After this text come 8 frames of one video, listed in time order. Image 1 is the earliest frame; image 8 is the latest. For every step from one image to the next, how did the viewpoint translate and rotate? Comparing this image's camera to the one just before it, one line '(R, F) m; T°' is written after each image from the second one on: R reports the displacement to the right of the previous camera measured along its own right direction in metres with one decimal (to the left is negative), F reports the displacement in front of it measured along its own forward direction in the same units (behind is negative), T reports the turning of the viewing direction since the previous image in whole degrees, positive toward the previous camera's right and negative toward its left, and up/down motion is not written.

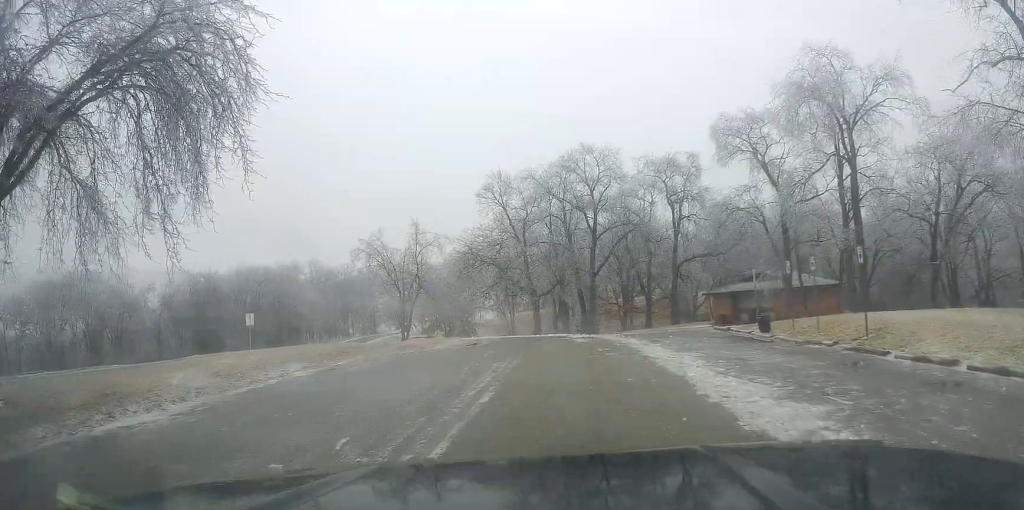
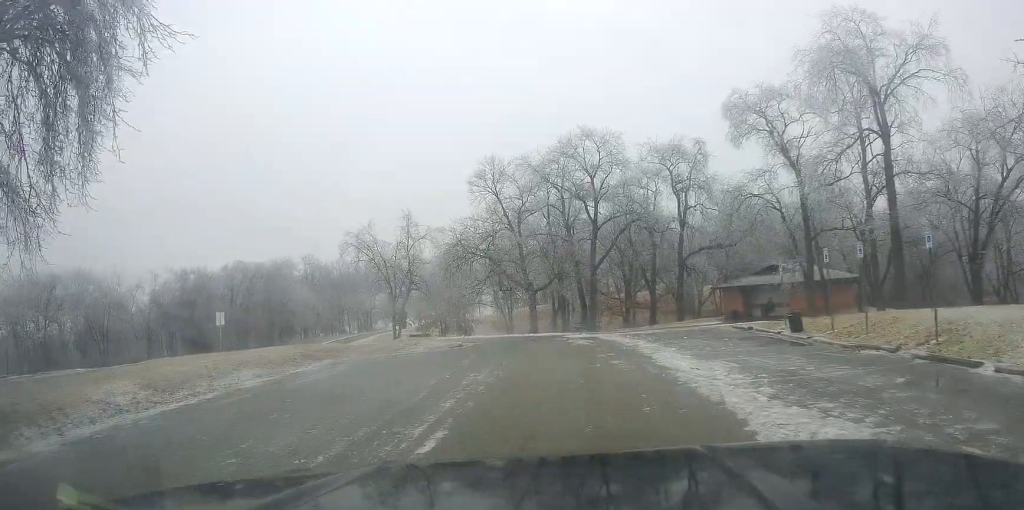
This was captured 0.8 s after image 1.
(0.0, +4.3) m; -2°
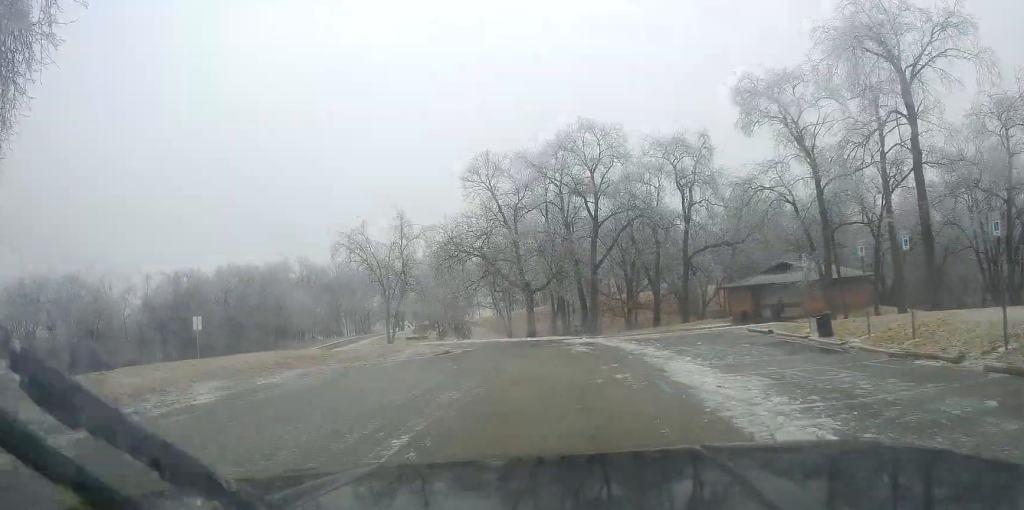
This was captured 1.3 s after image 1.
(0.0, +2.9) m; -1°
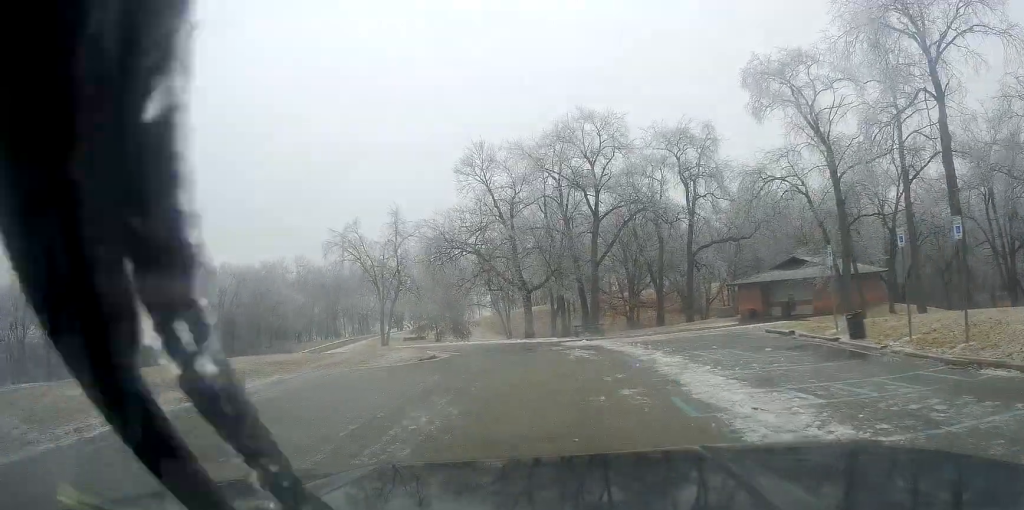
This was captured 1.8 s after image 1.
(-0.1, +2.5) m; 0°
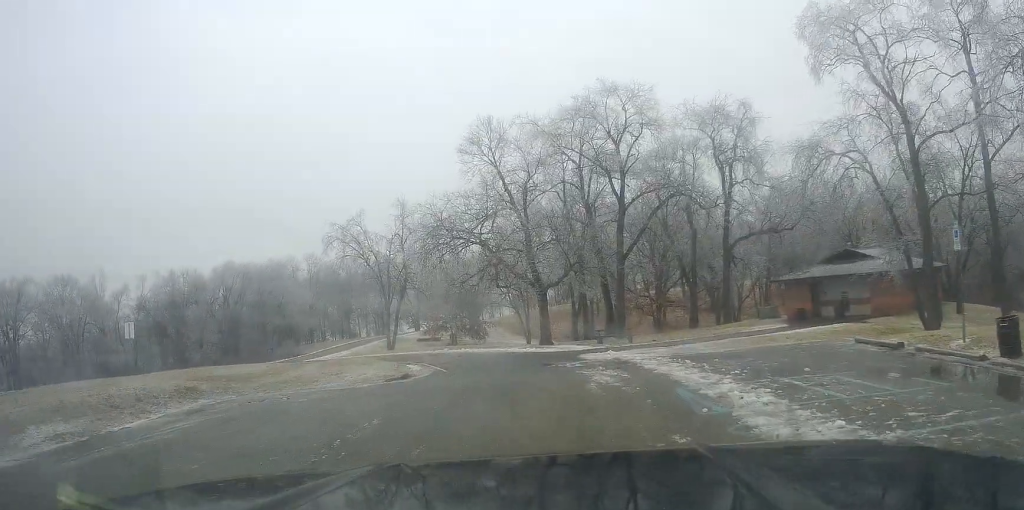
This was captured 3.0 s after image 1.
(+0.1, +6.2) m; -2°
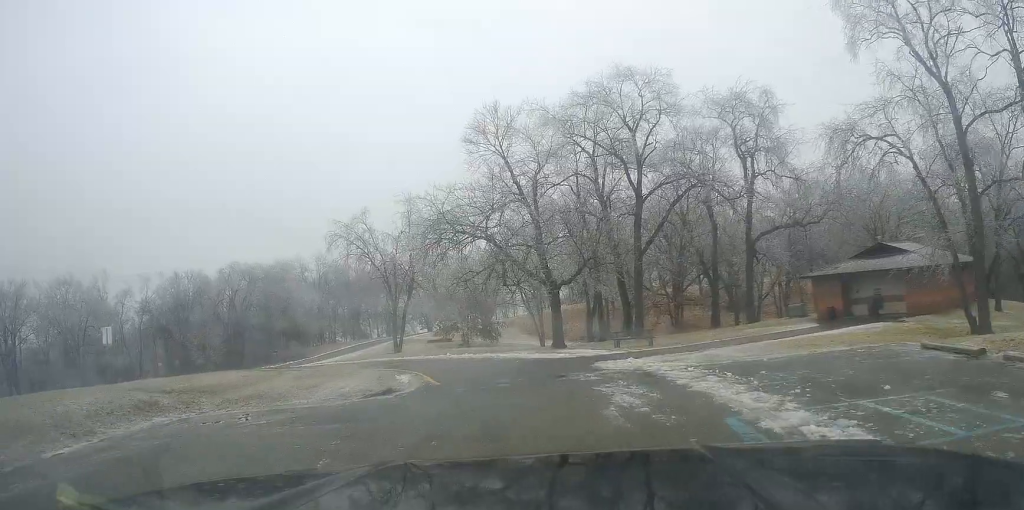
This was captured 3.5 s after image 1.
(-0.2, +2.9) m; 0°
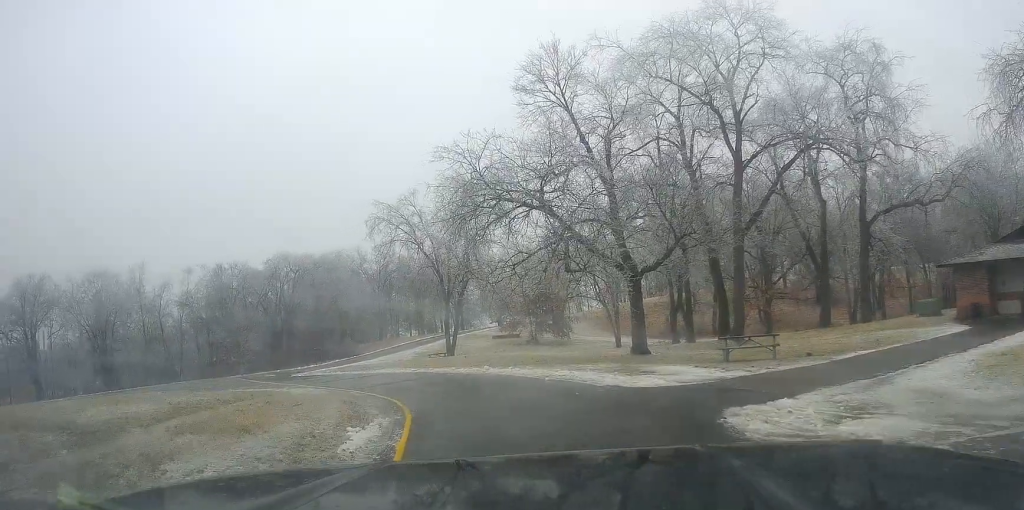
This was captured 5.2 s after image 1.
(+0.1, +8.7) m; -3°
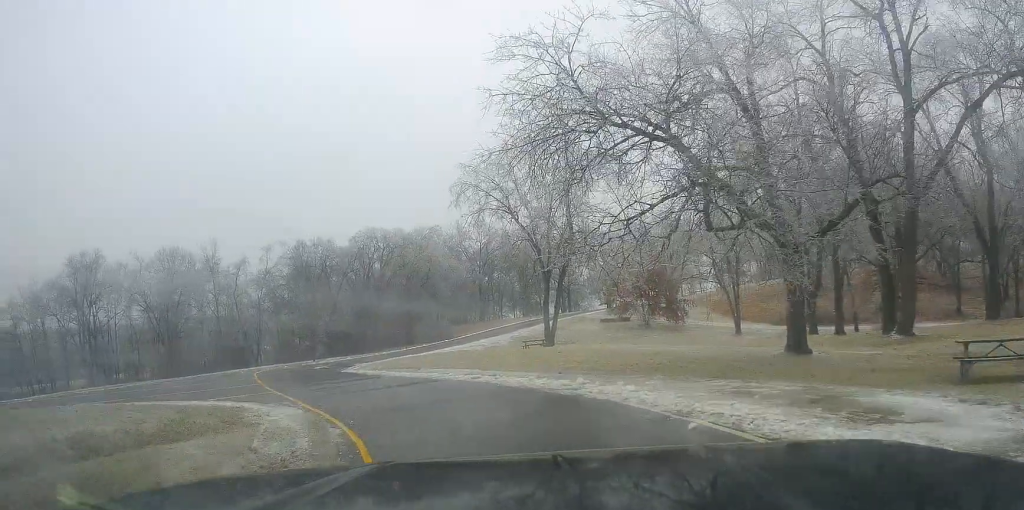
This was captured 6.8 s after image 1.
(-1.4, +8.1) m; -15°
